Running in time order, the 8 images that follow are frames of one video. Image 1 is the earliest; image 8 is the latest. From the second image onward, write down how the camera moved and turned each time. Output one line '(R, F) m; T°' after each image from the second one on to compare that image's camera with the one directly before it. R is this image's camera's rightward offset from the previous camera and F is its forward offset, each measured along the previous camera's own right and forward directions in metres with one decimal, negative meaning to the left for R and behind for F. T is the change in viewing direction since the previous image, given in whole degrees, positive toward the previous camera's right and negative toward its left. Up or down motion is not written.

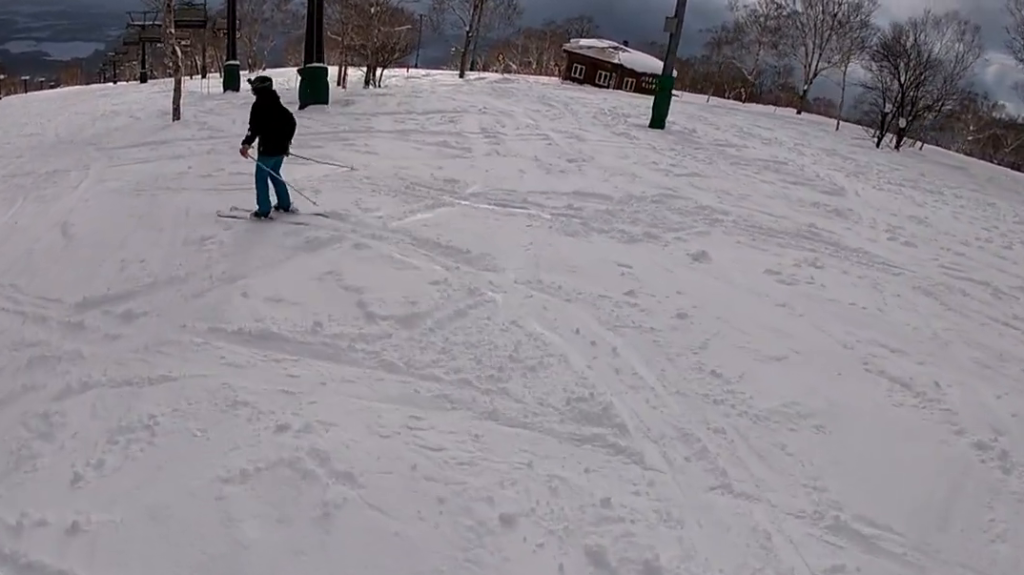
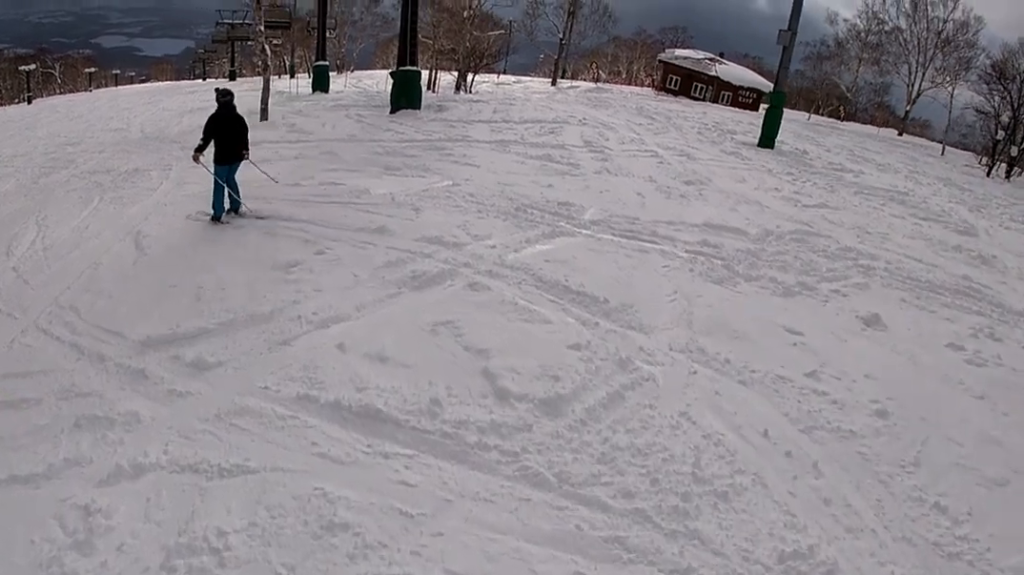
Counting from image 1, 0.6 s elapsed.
(-0.1, +1.9) m; -7°
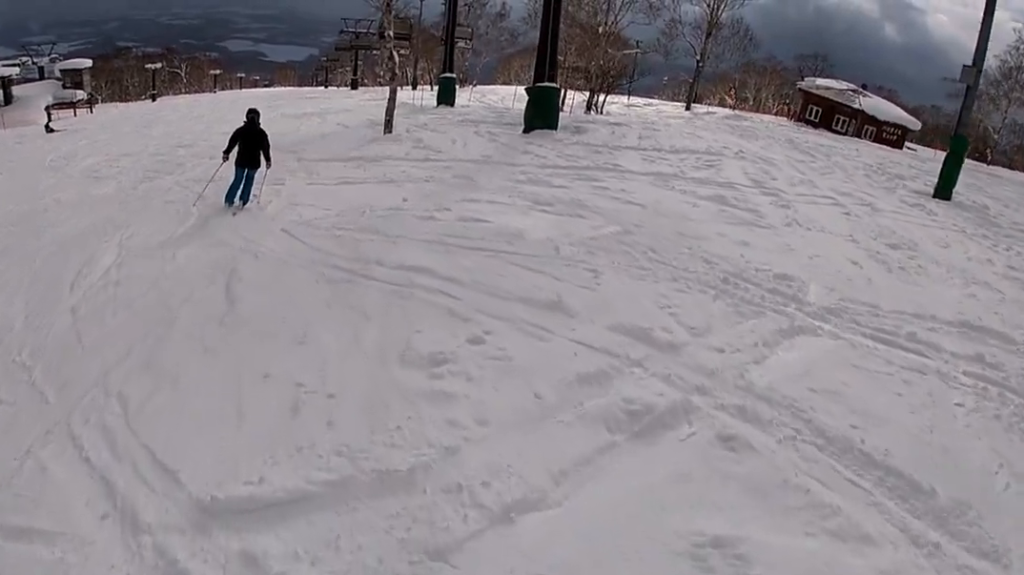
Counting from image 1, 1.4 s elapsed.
(-0.2, +2.9) m; -9°
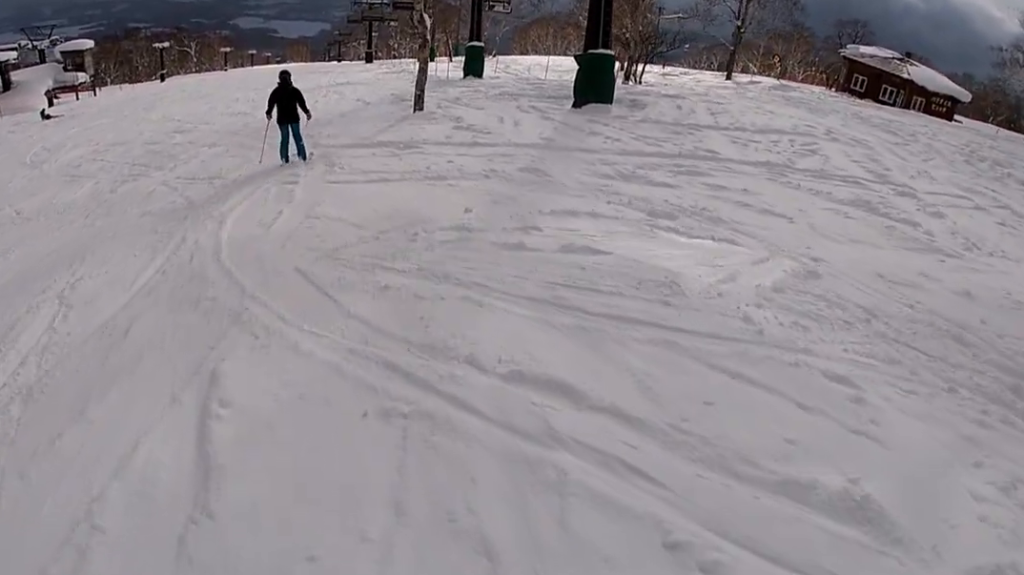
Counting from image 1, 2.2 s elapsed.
(-0.5, +3.5) m; -2°
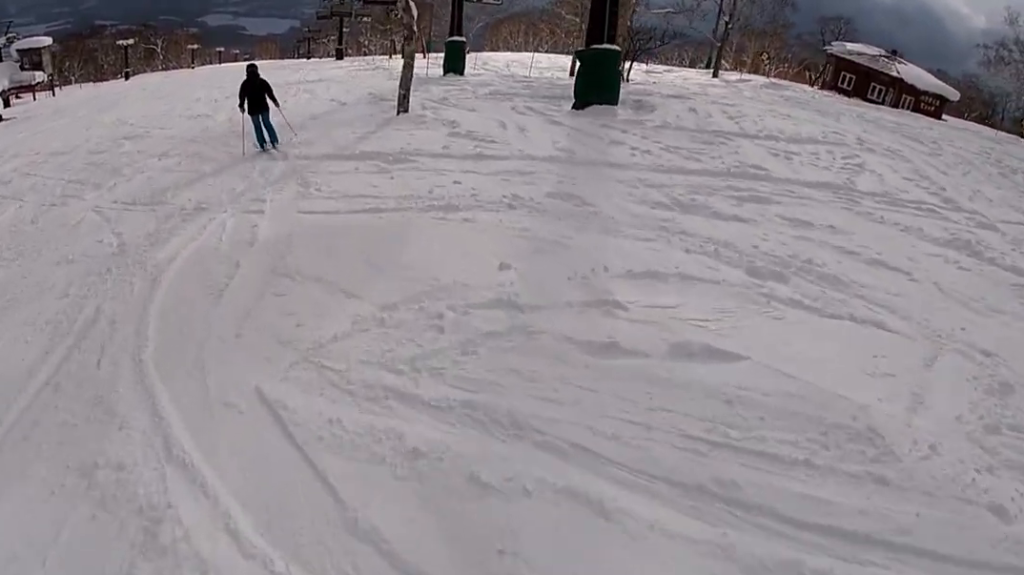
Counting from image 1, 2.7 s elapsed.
(+0.2, +2.7) m; +3°
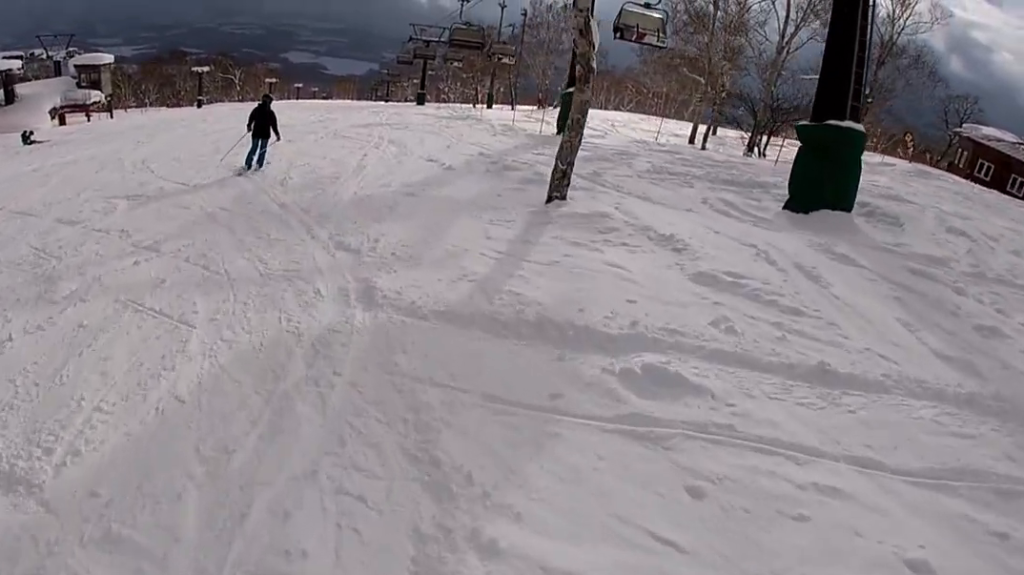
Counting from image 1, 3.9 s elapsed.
(+0.3, +7.1) m; +2°
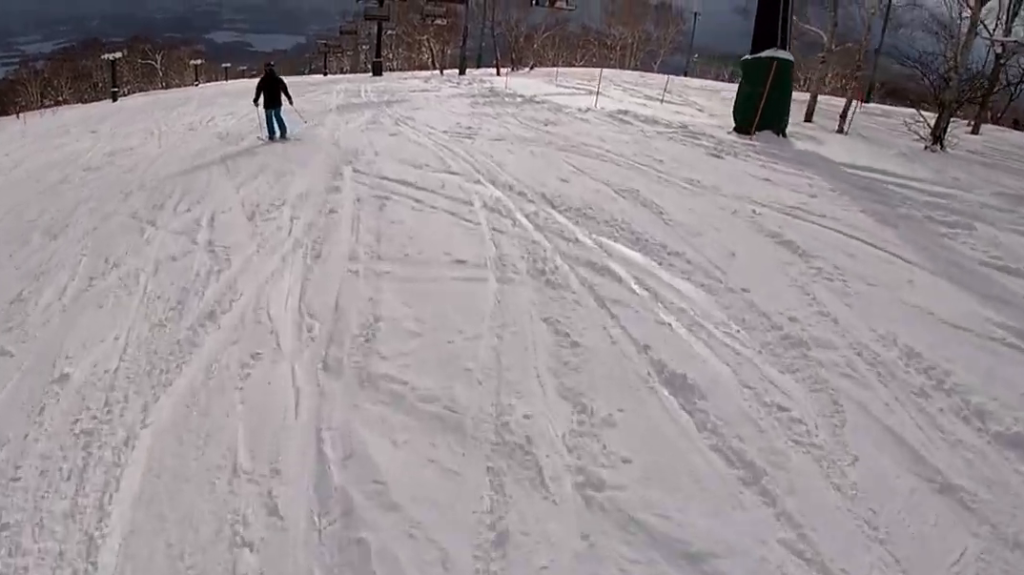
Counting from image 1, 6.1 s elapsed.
(0.0, +13.7) m; -8°
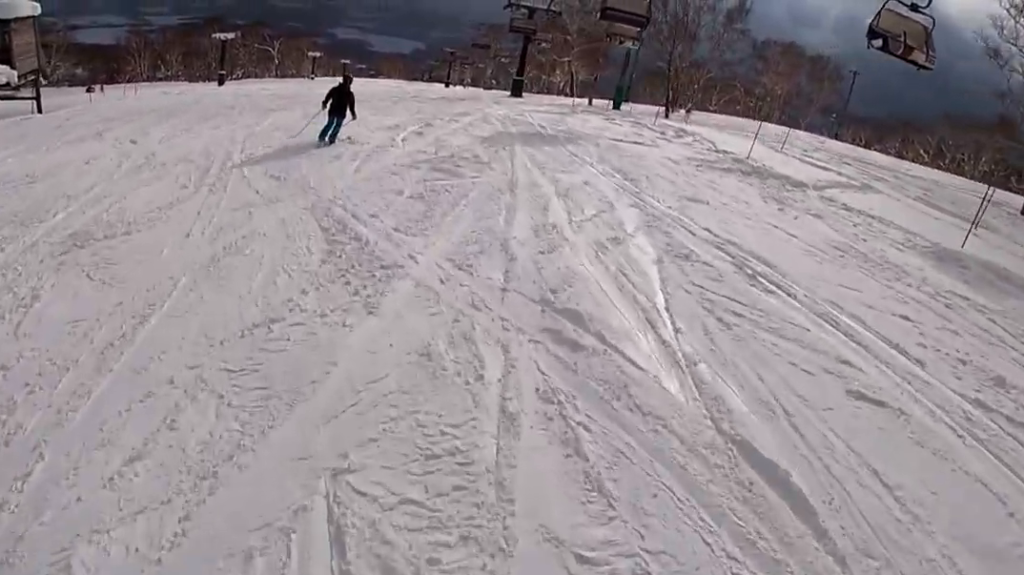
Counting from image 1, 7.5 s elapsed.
(-0.3, +9.6) m; +9°
